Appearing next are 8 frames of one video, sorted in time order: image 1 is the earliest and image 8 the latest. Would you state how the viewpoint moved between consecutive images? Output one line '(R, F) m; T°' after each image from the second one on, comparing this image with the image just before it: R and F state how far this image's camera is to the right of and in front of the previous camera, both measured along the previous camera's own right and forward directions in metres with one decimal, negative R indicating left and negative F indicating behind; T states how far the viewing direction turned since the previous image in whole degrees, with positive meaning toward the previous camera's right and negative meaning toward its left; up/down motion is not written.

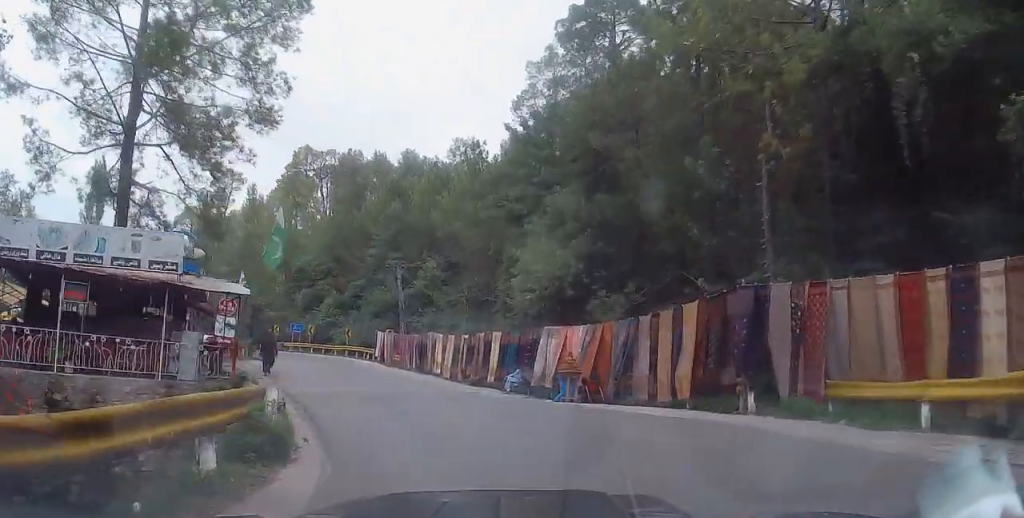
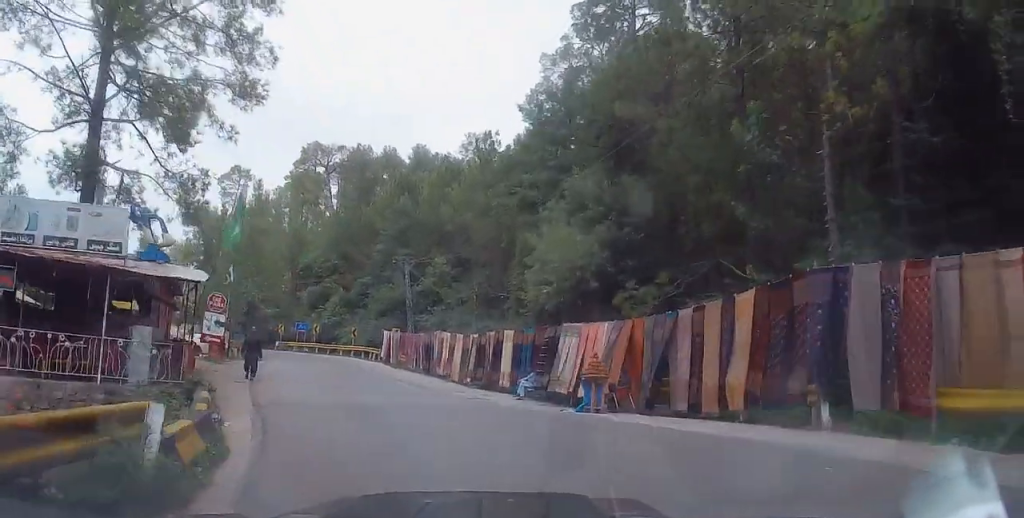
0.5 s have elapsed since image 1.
(-0.3, +2.8) m; -3°
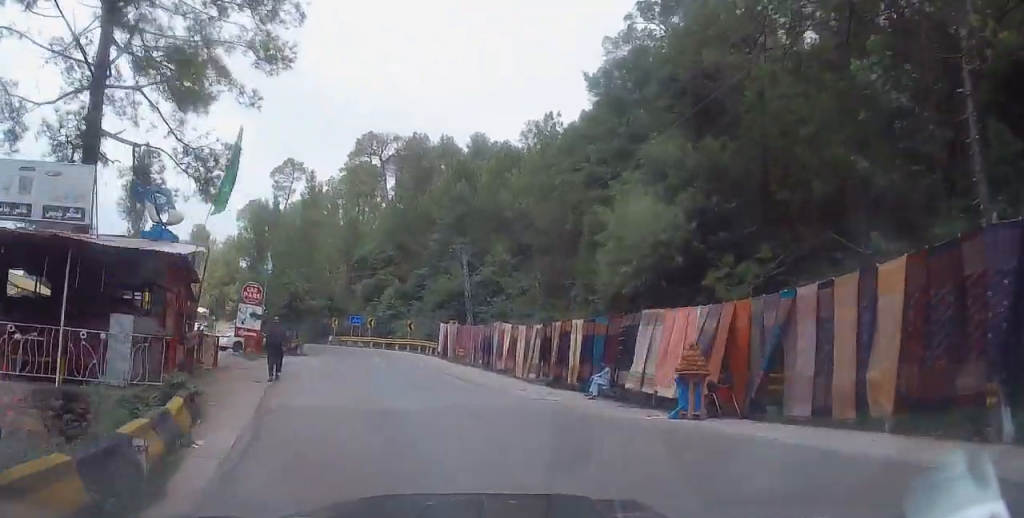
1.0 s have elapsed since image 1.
(-0.1, +3.0) m; -4°
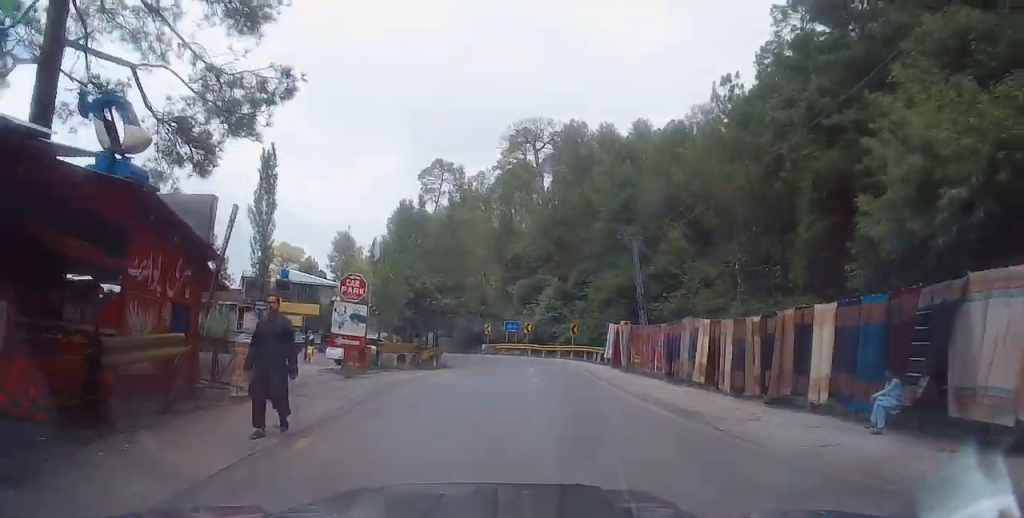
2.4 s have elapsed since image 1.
(-0.6, +8.0) m; -9°
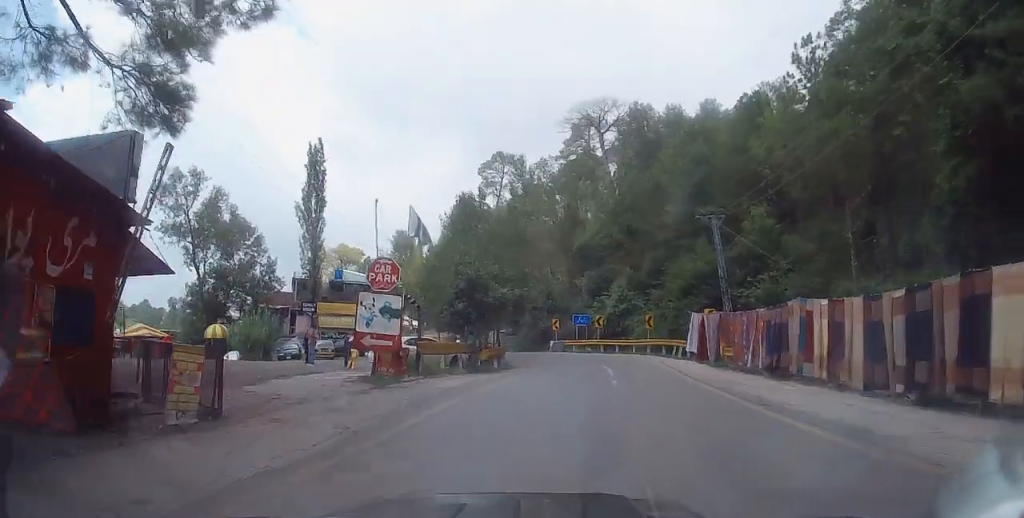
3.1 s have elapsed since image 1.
(-0.3, +4.5) m; -4°
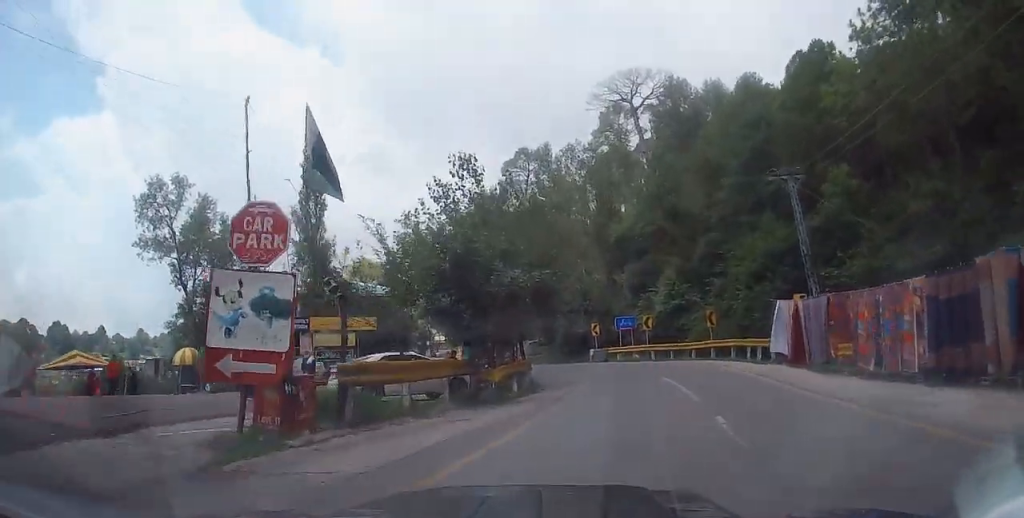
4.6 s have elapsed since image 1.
(-0.4, +8.9) m; -5°
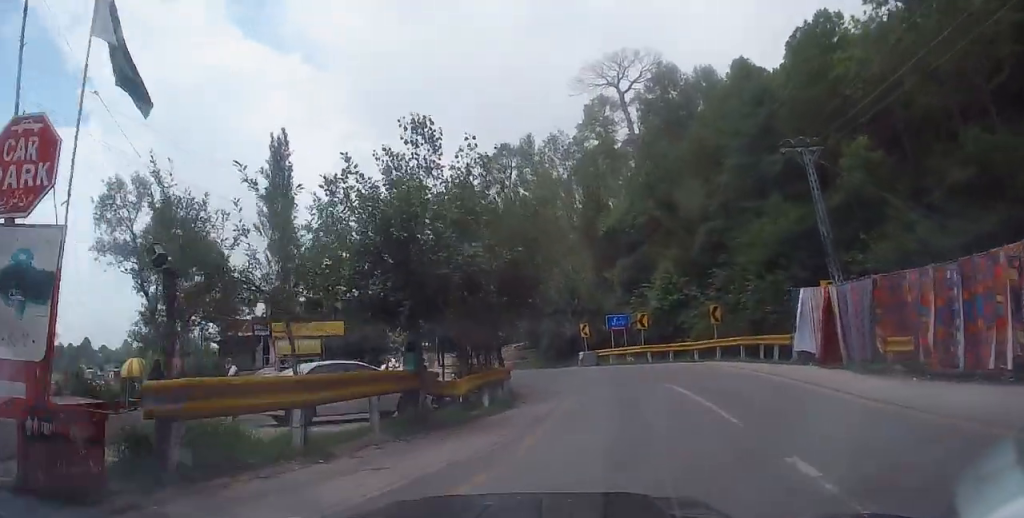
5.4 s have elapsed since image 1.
(0.0, +4.2) m; +1°
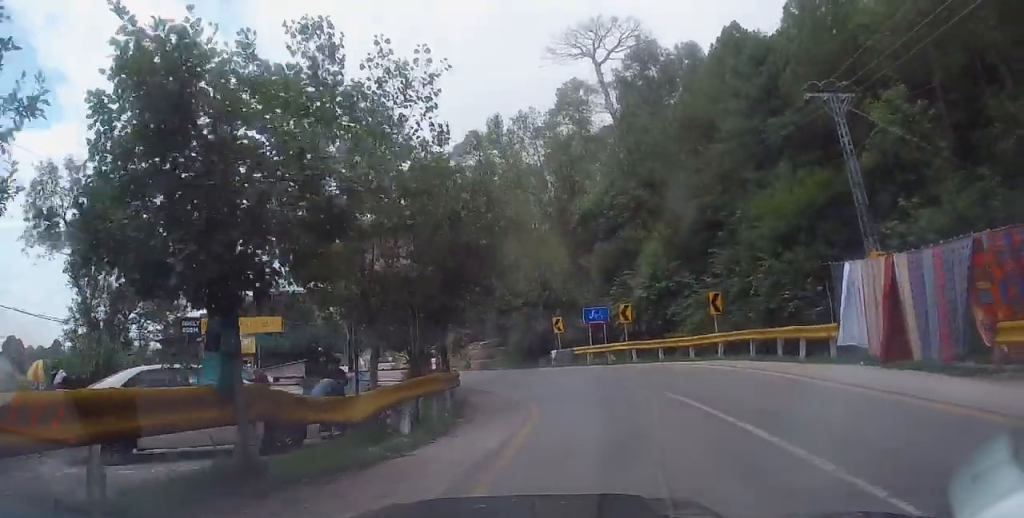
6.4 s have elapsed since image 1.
(+0.2, +5.8) m; +2°
